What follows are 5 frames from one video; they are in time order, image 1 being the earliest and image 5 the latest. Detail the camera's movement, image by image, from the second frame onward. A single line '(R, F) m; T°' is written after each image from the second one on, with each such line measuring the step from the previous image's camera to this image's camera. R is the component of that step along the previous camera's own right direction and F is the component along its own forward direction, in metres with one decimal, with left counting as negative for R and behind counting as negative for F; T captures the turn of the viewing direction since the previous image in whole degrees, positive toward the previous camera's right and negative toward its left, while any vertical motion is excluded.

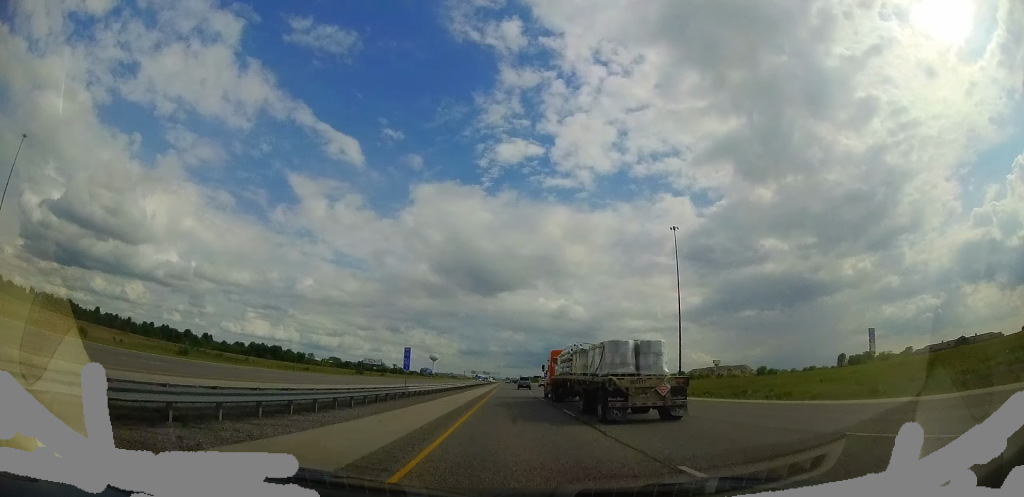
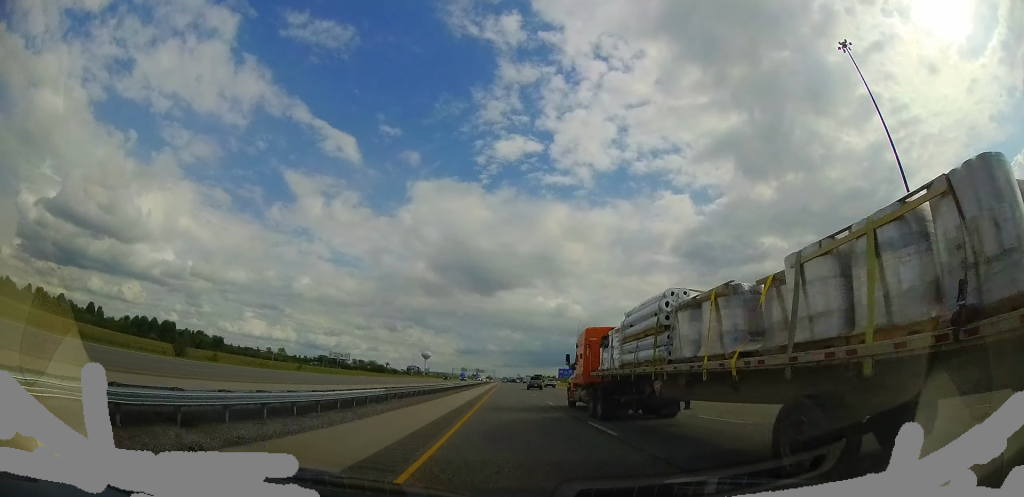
(-0.4, +64.9) m; 0°
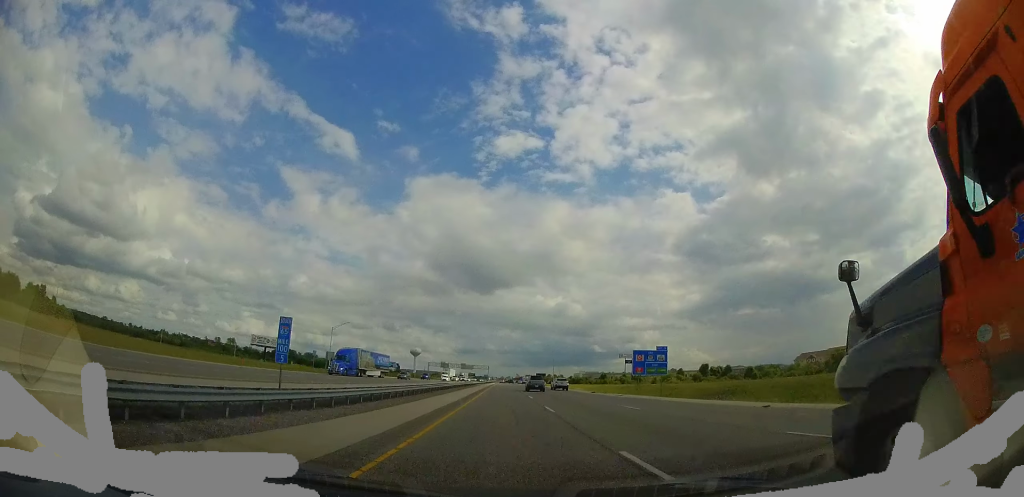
(+1.1, +89.0) m; 0°
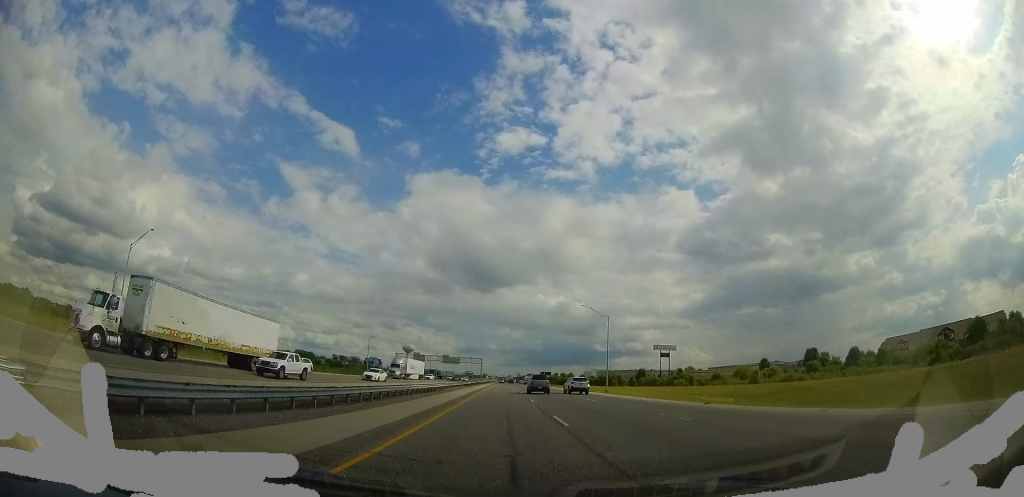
(-0.2, +65.2) m; 0°
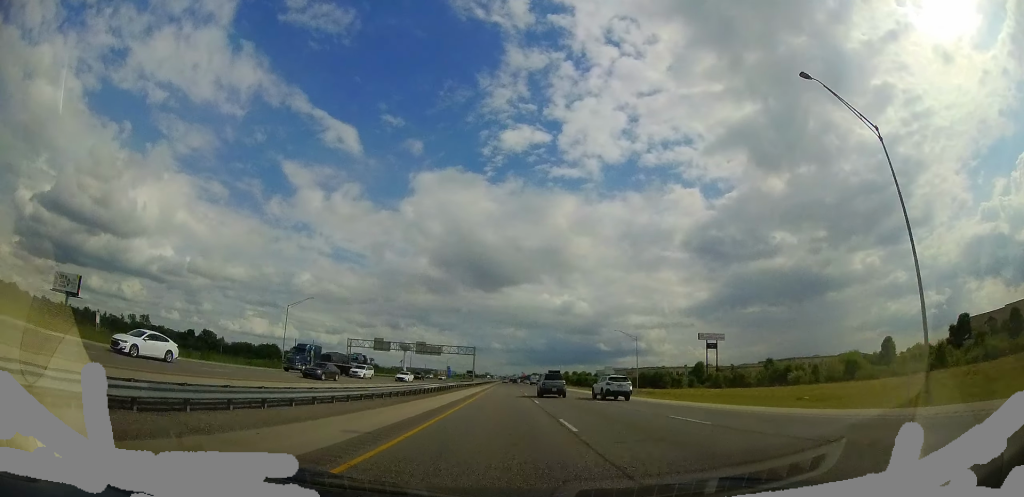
(0.0, +49.7) m; -1°
